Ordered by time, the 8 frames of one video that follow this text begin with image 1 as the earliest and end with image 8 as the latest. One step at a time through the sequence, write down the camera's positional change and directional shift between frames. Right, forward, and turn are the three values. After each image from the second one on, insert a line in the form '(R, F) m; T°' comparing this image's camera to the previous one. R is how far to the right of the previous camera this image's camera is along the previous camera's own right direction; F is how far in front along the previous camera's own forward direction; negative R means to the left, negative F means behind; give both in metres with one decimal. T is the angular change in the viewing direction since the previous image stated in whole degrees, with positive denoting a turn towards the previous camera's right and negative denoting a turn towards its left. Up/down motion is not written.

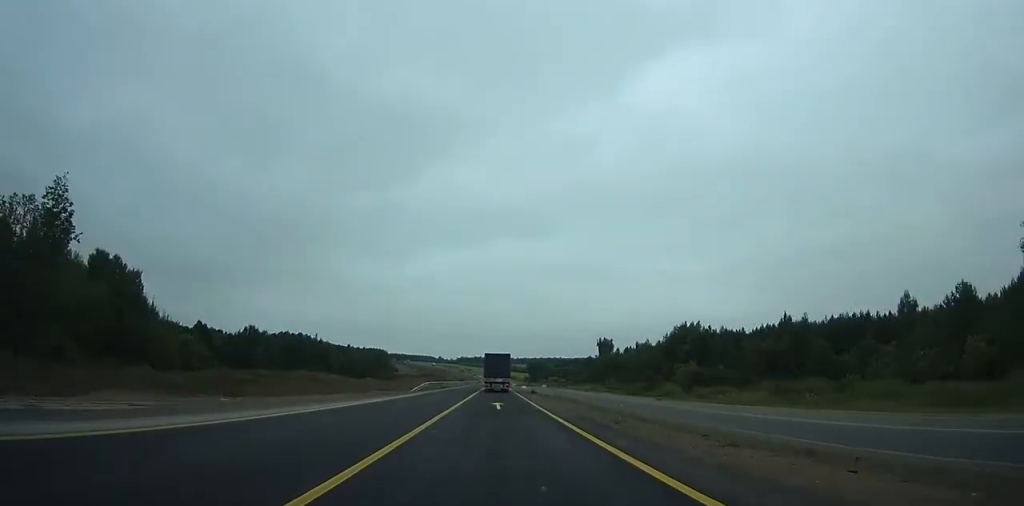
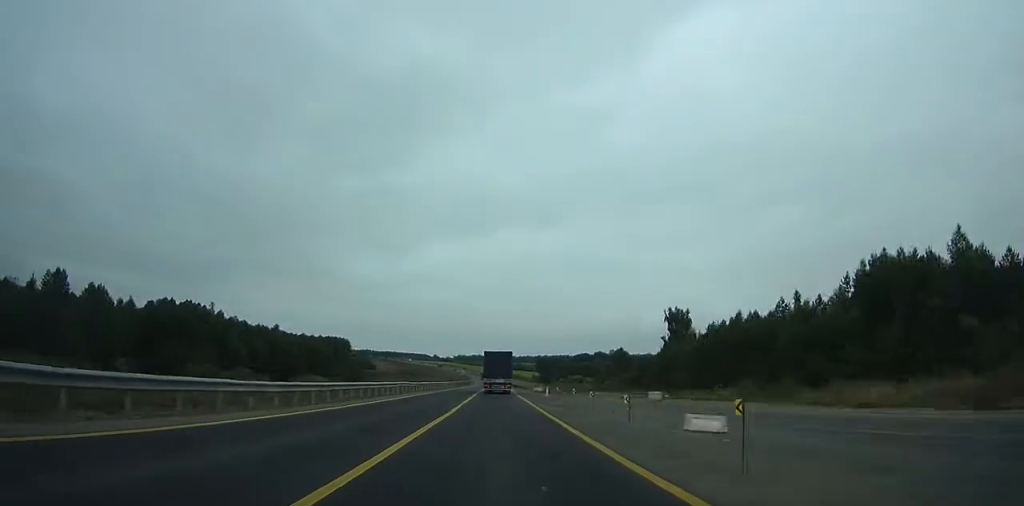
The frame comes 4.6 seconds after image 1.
(+0.1, +108.6) m; 0°
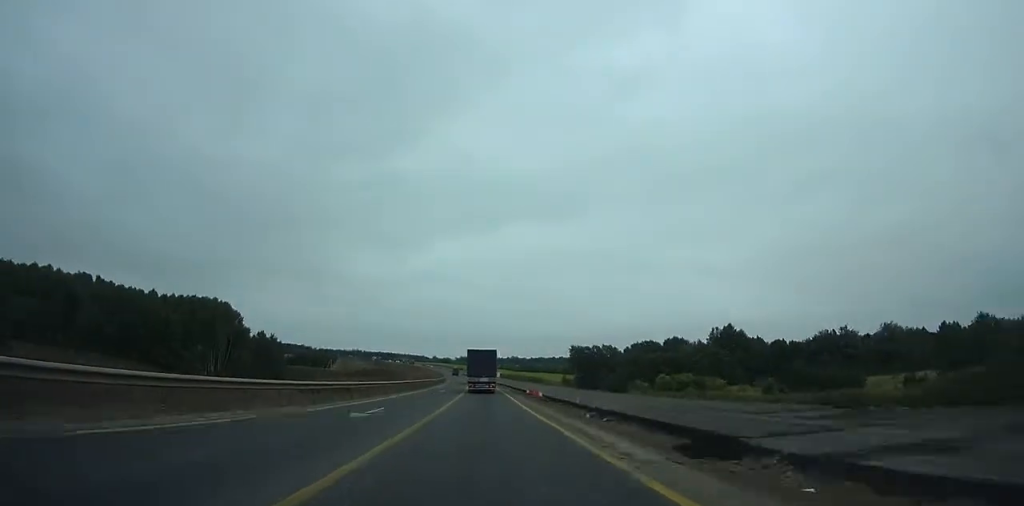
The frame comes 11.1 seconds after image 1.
(+0.1, +150.0) m; -1°
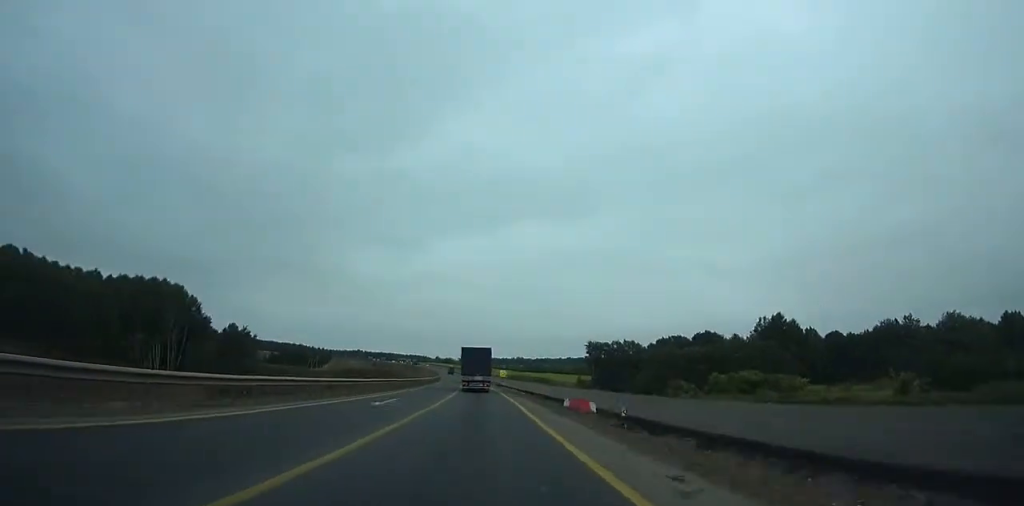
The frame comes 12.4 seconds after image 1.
(+0.2, +29.8) m; -1°
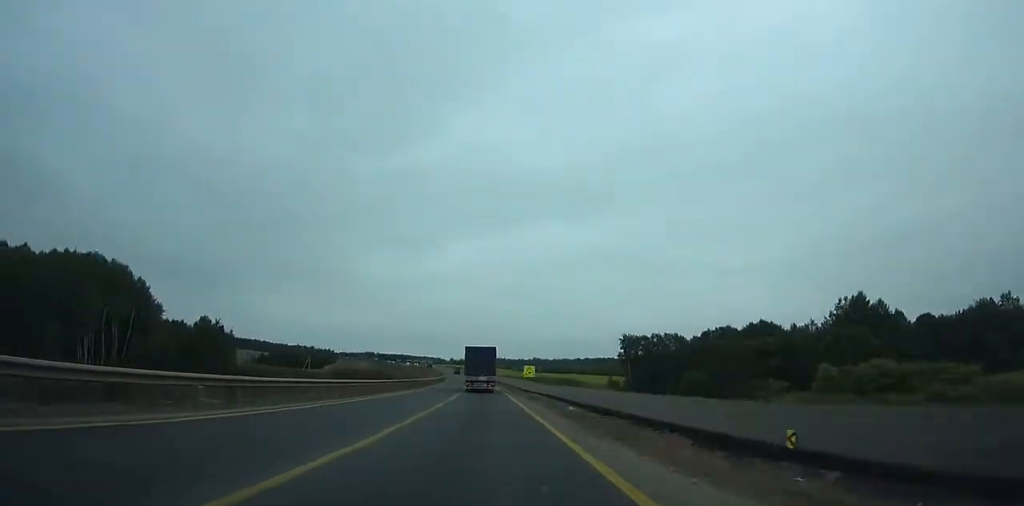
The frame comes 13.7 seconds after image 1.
(-0.4, +29.8) m; -1°
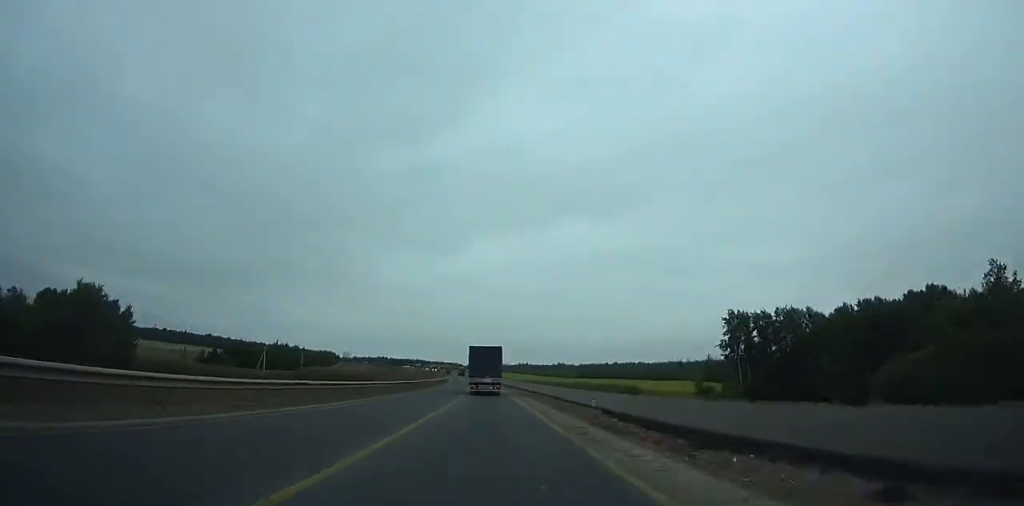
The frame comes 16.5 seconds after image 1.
(-1.0, +64.2) m; -2°
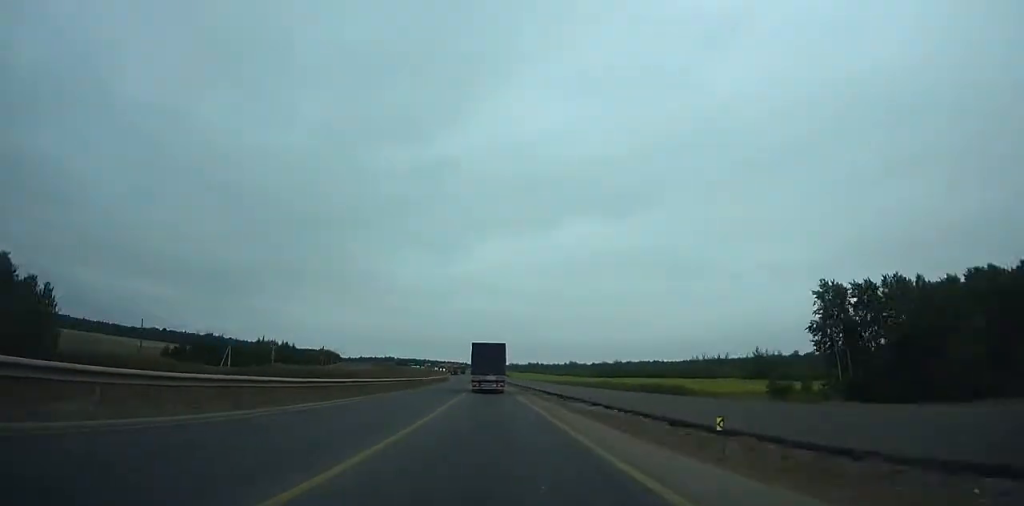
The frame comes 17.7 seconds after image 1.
(-0.3, +27.4) m; -1°
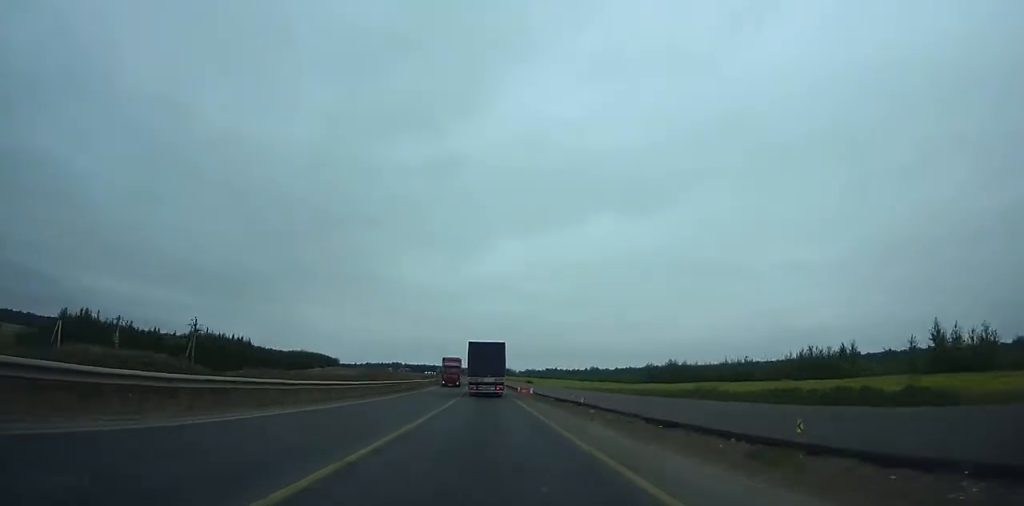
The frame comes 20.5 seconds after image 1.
(-1.1, +63.5) m; -2°
